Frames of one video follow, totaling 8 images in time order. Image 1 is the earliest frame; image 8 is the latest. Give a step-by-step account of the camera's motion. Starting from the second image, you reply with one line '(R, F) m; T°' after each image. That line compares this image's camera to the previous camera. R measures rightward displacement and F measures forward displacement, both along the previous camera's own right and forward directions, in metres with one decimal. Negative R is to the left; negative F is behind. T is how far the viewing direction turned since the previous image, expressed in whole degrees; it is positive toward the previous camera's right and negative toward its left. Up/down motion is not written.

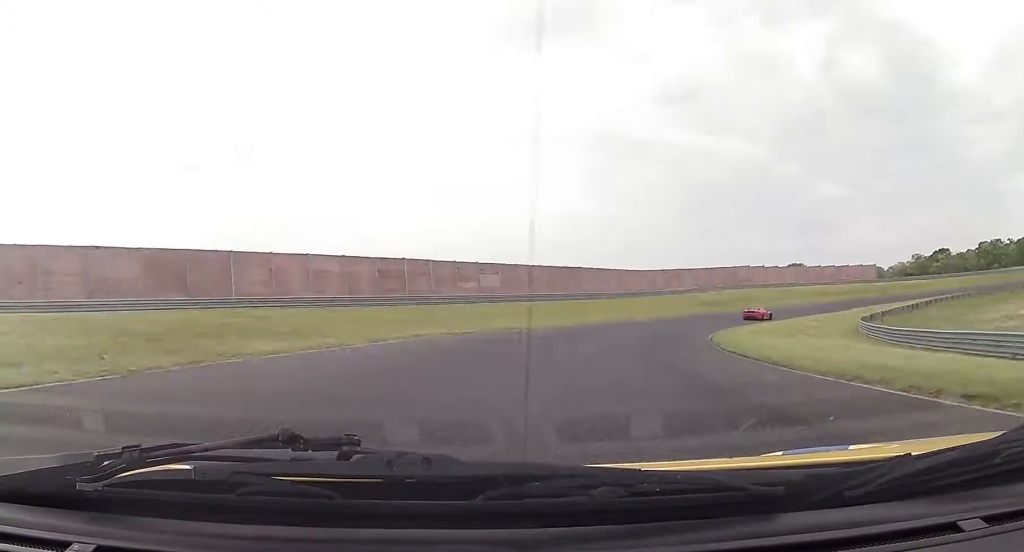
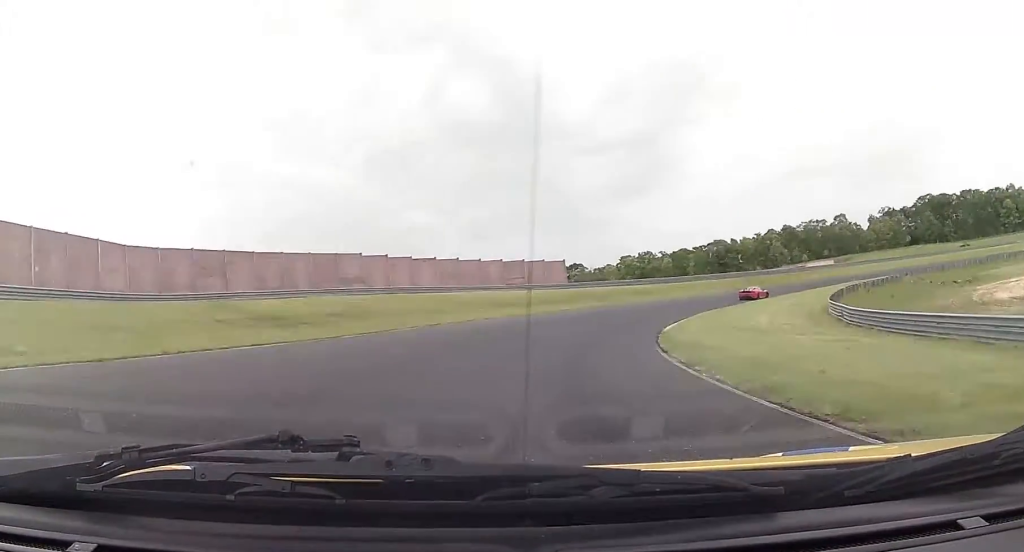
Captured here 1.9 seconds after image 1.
(+17.1, +55.7) m; +35°
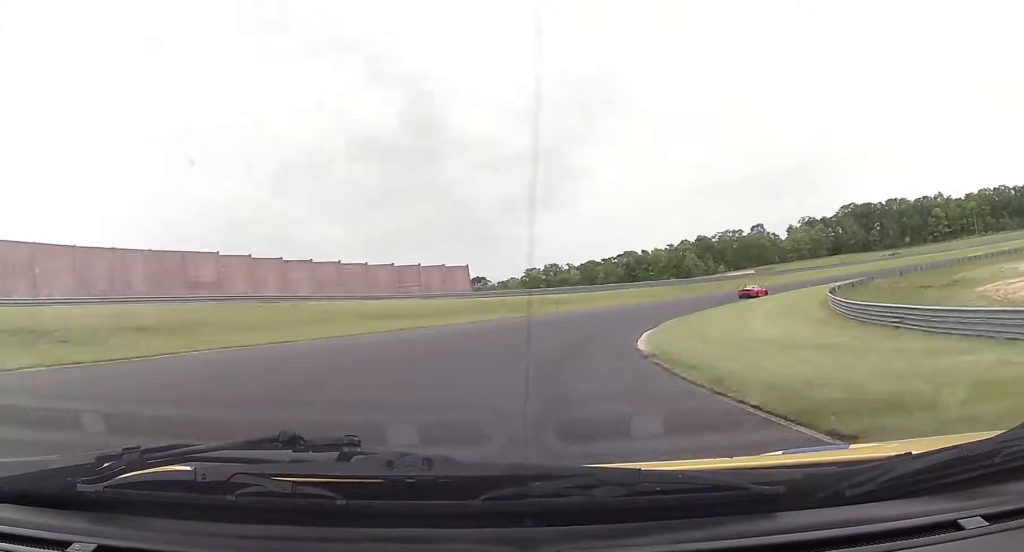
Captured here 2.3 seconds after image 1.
(+0.2, +13.9) m; +8°
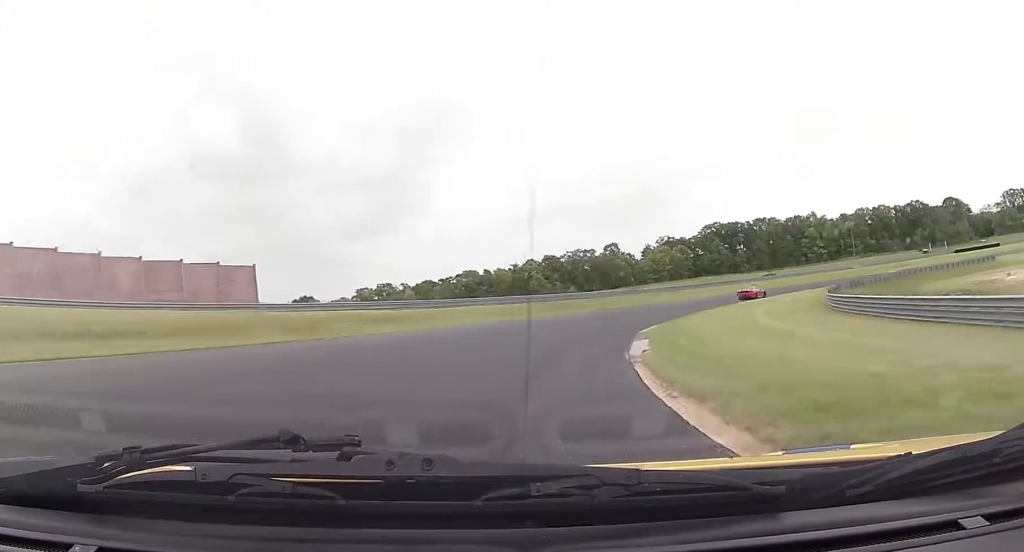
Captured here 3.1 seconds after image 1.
(+3.4, +24.0) m; +13°
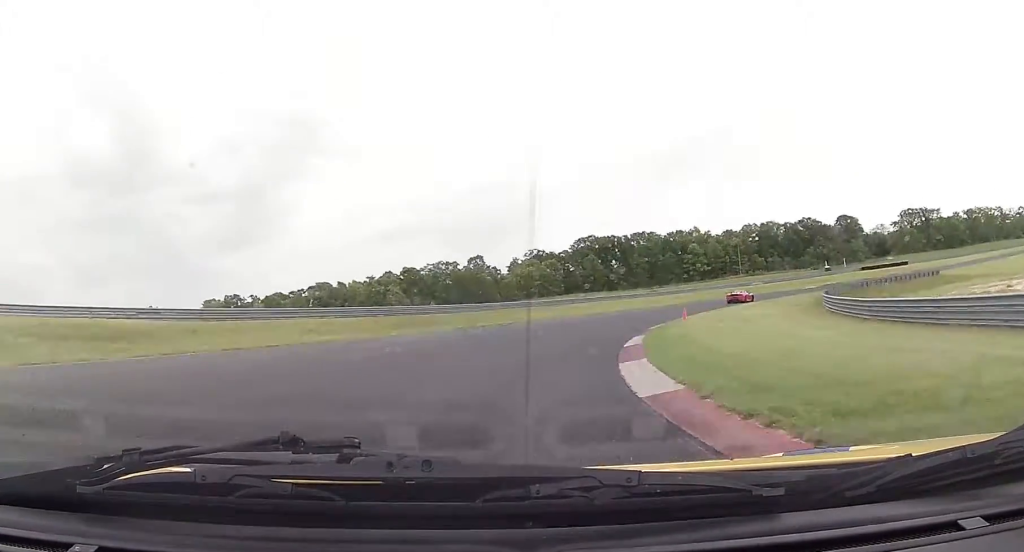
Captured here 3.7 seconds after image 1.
(+1.6, +19.9) m; +11°
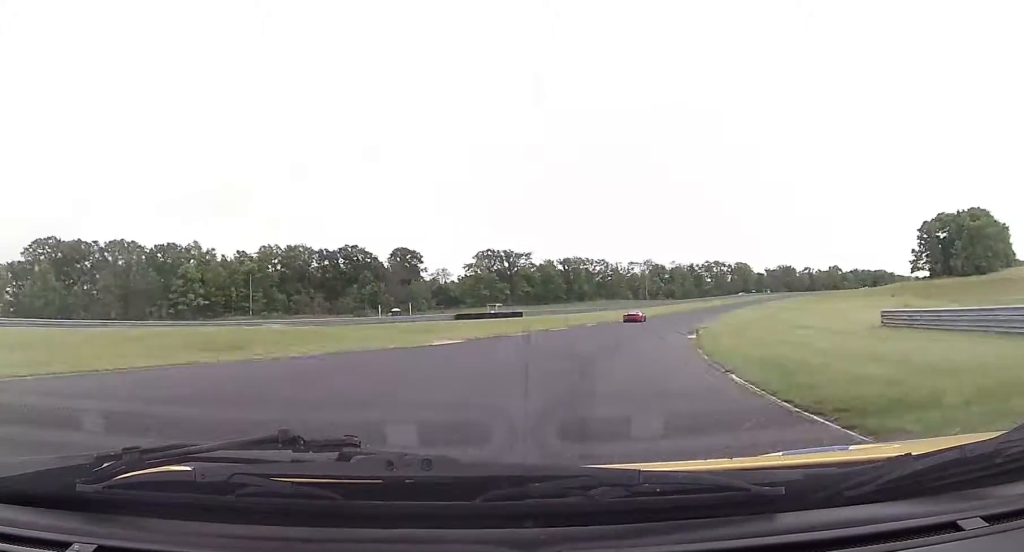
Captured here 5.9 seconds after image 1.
(+27.1, +72.6) m; +37°
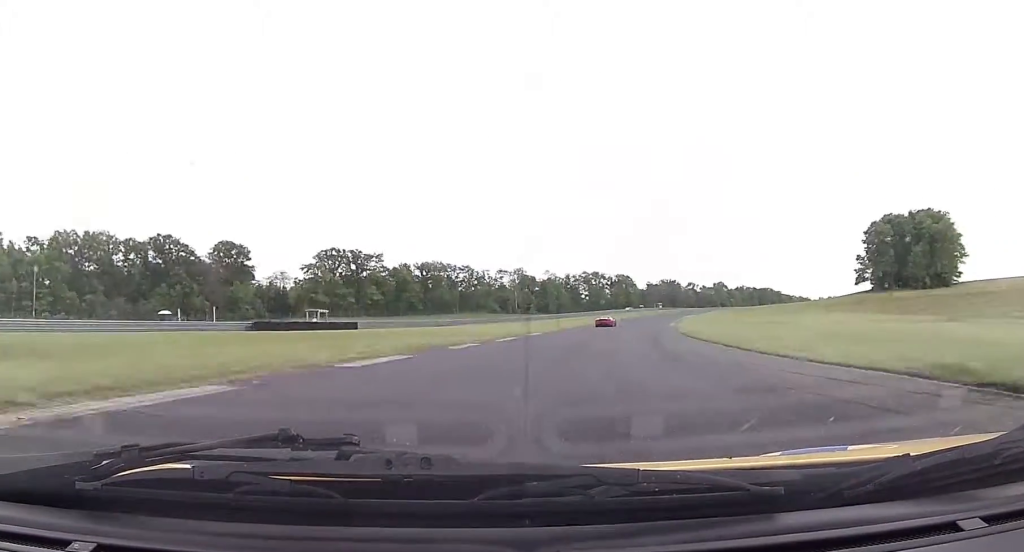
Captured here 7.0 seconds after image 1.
(+4.5, +38.4) m; +12°
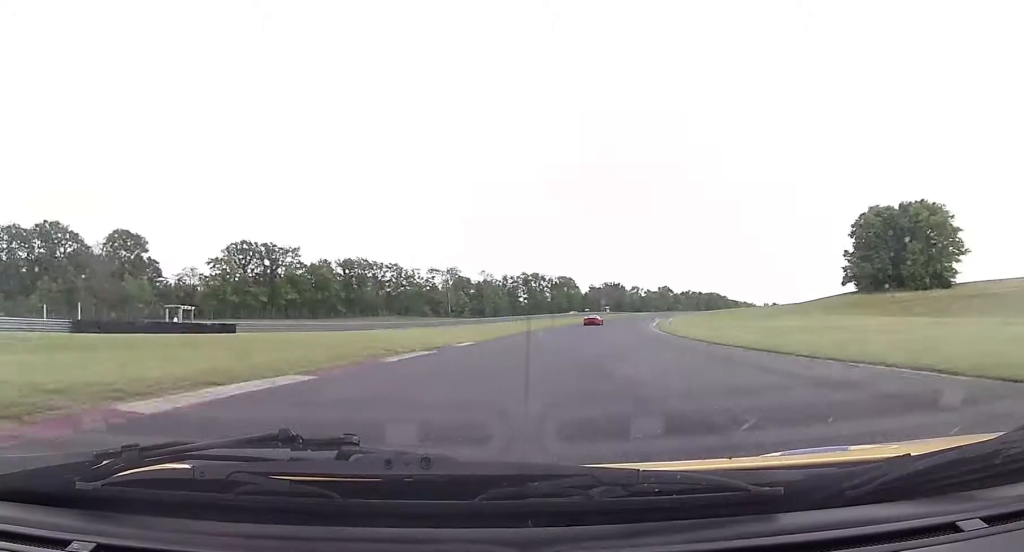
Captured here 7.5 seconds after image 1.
(+0.9, +22.0) m; +5°
